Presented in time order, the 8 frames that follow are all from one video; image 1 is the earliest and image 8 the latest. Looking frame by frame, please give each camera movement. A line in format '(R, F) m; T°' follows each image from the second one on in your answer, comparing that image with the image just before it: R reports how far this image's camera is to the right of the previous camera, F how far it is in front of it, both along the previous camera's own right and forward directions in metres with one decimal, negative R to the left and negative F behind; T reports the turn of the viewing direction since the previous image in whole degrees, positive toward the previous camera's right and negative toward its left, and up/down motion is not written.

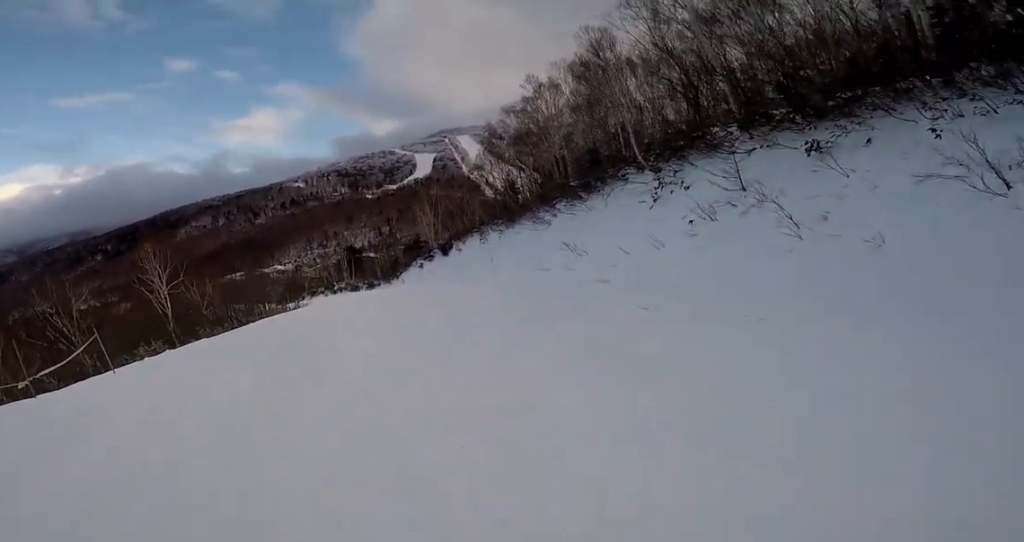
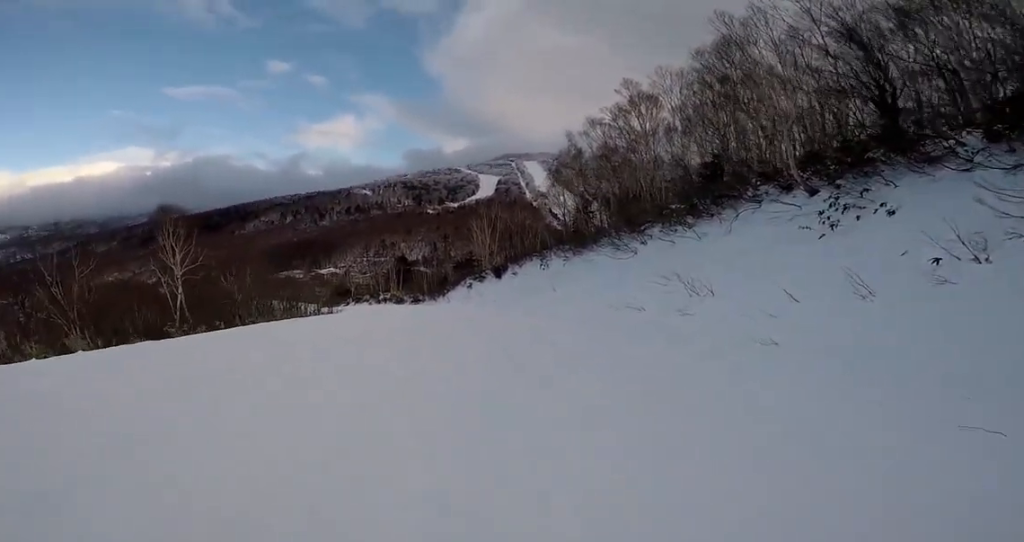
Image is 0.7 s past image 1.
(-0.5, +5.9) m; -4°
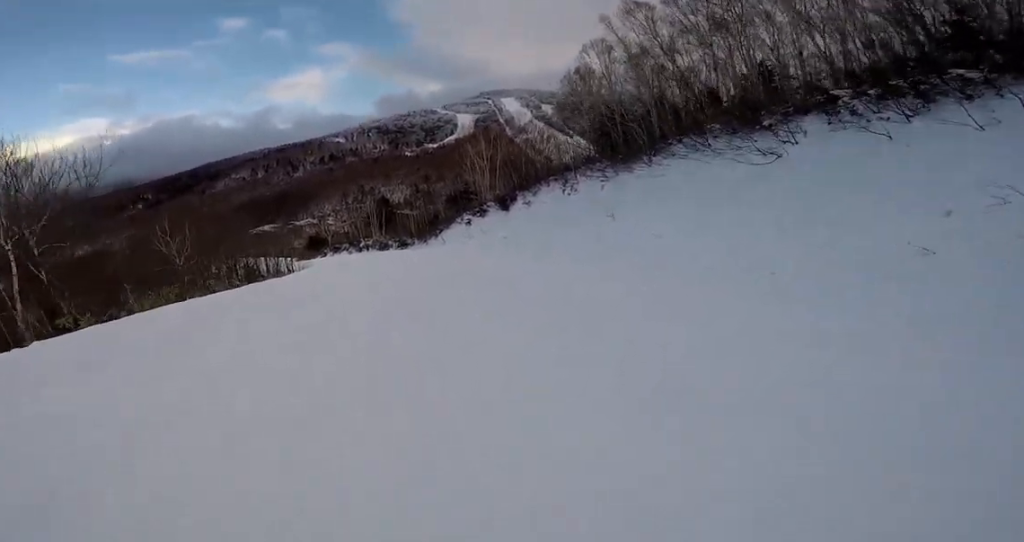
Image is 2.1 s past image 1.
(-0.8, +12.2) m; +4°
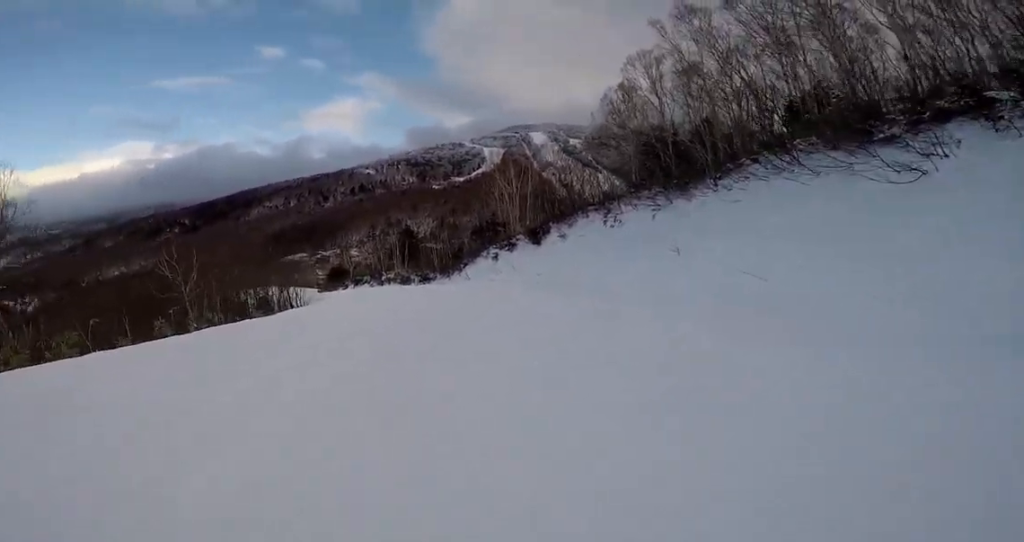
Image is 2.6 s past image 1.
(+0.6, +4.9) m; -1°
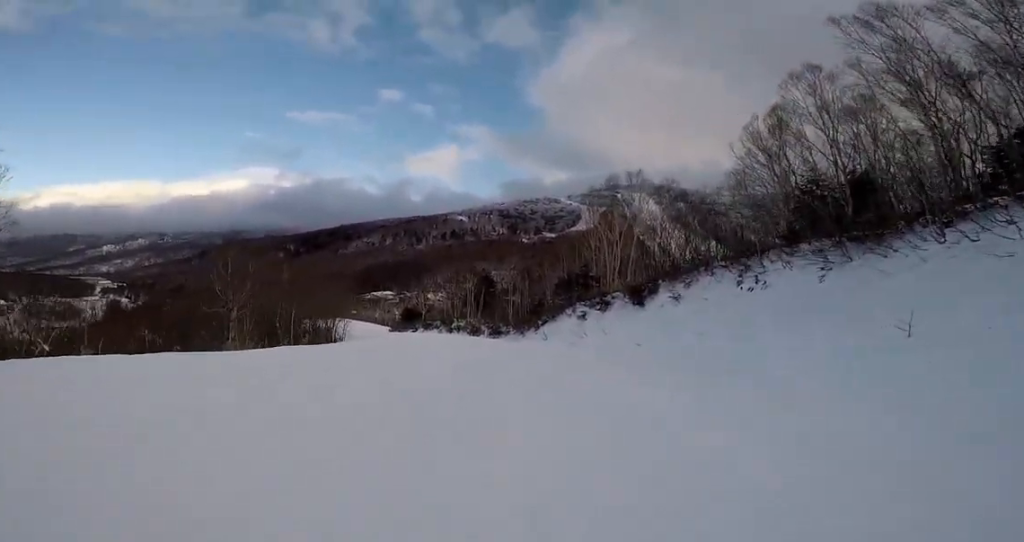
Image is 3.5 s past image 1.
(+0.1, +7.7) m; -5°
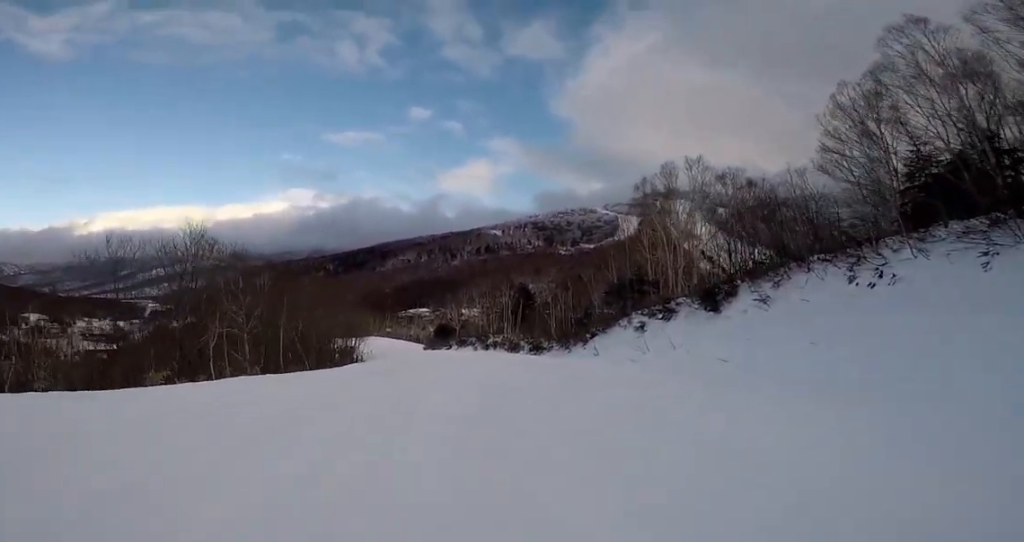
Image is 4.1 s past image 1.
(-0.8, +5.7) m; -5°
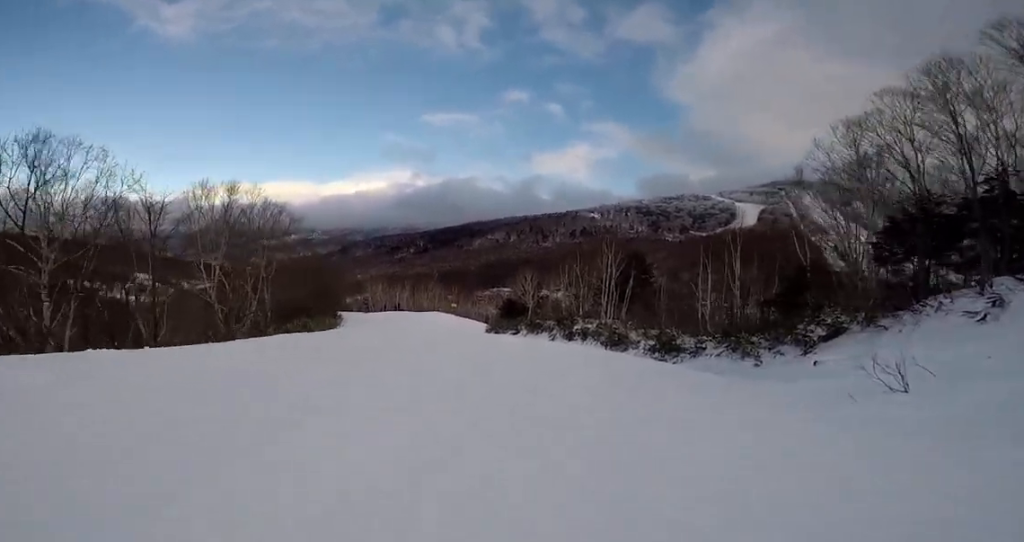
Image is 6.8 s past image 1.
(-0.6, +26.4) m; -8°
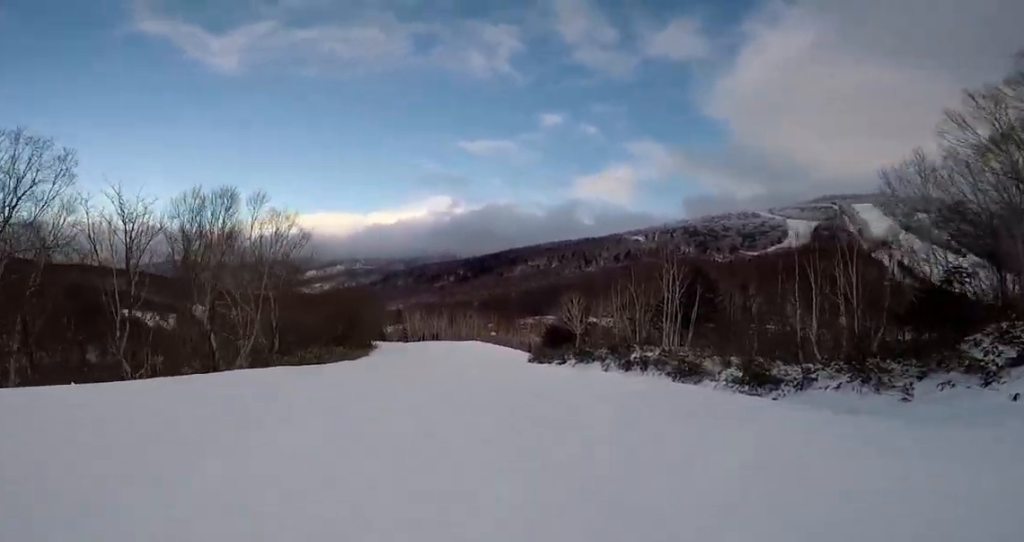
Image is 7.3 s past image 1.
(0.0, +5.4) m; -6°
